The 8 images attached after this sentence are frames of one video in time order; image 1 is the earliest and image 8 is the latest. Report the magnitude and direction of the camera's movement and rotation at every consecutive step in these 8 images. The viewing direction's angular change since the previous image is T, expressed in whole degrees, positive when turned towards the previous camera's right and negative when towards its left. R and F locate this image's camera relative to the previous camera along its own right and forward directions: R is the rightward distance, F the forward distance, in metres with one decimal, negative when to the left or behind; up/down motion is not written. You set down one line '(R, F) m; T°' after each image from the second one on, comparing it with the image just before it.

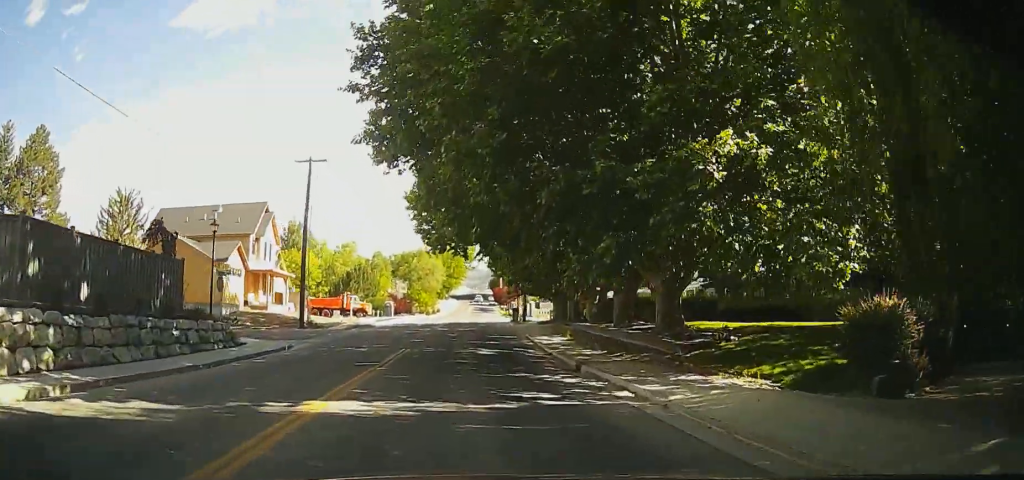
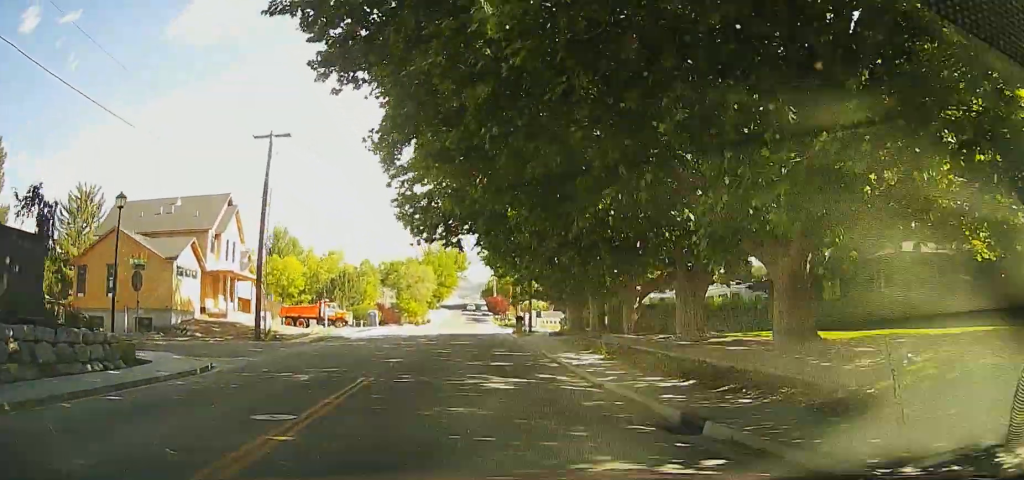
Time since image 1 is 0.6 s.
(-0.1, +8.3) m; -1°
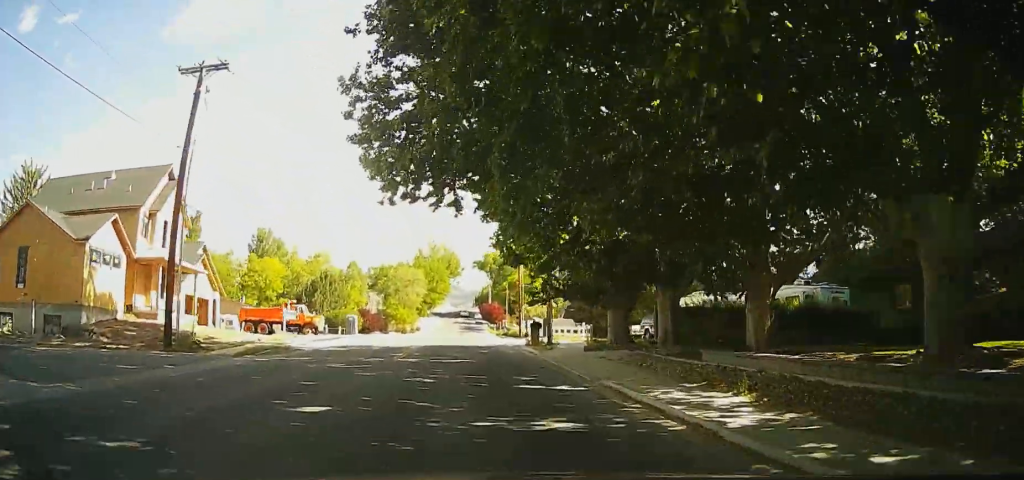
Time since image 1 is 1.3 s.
(-0.3, +10.7) m; -1°
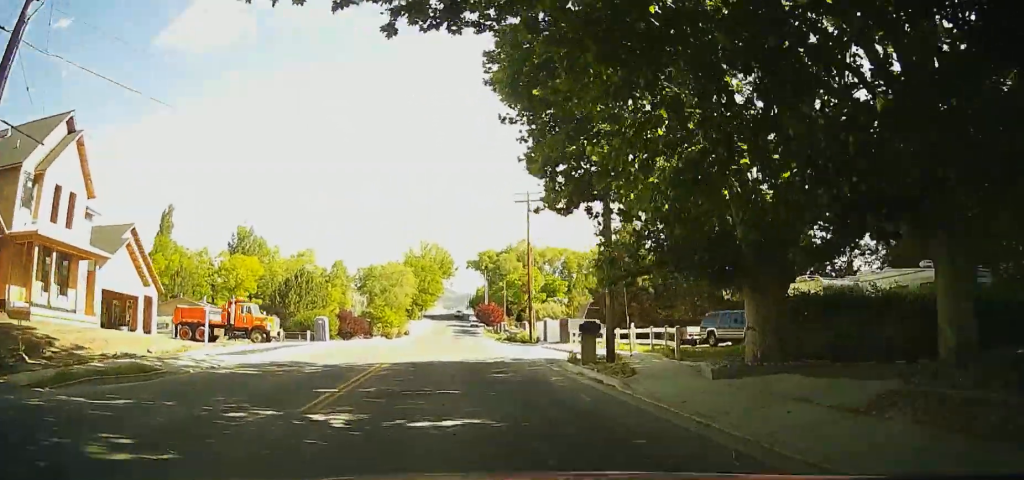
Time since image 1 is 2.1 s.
(0.0, +12.4) m; +2°
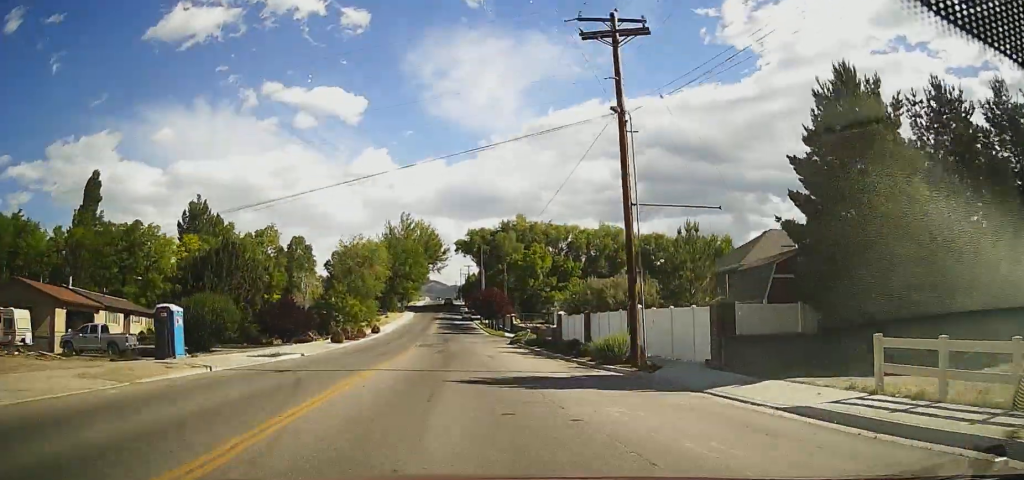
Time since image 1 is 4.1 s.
(+1.2, +29.6) m; +3°
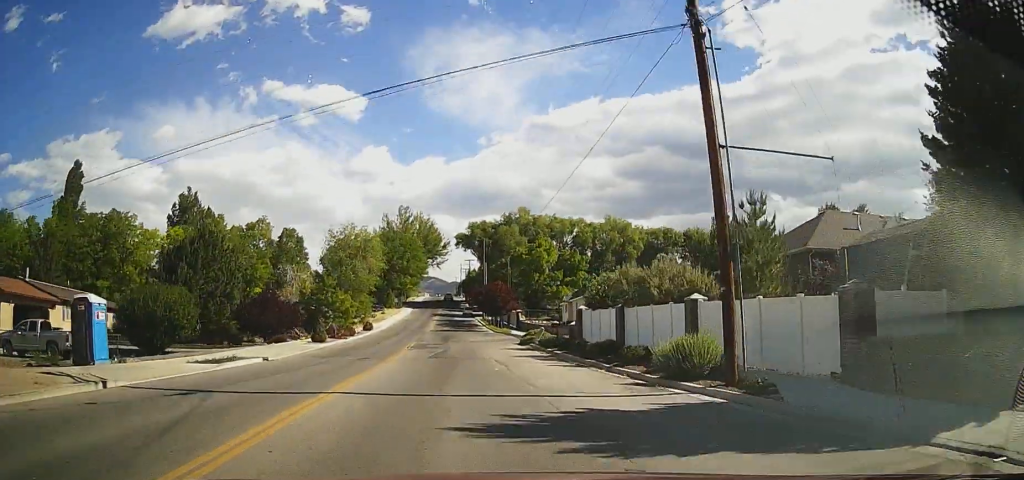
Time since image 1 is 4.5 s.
(0.0, +6.8) m; 0°
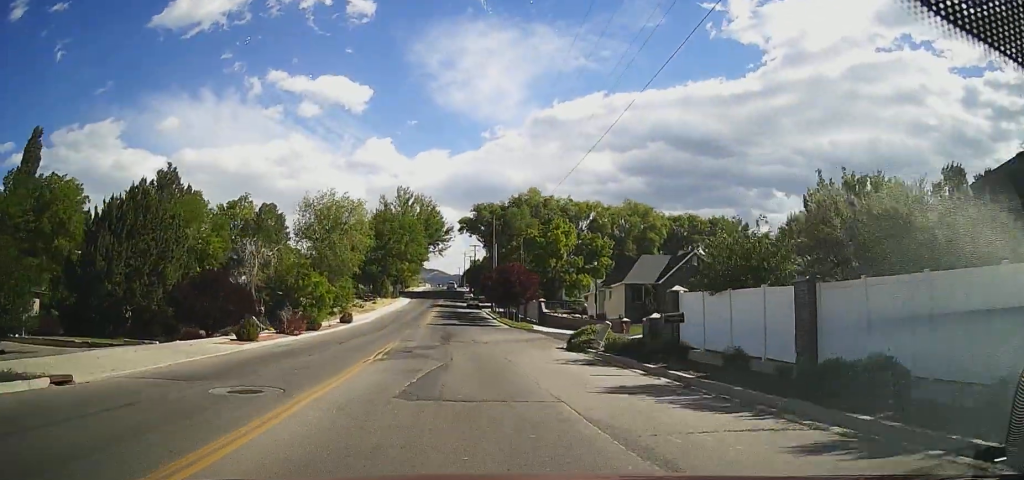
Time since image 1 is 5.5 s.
(0.0, +15.4) m; 0°
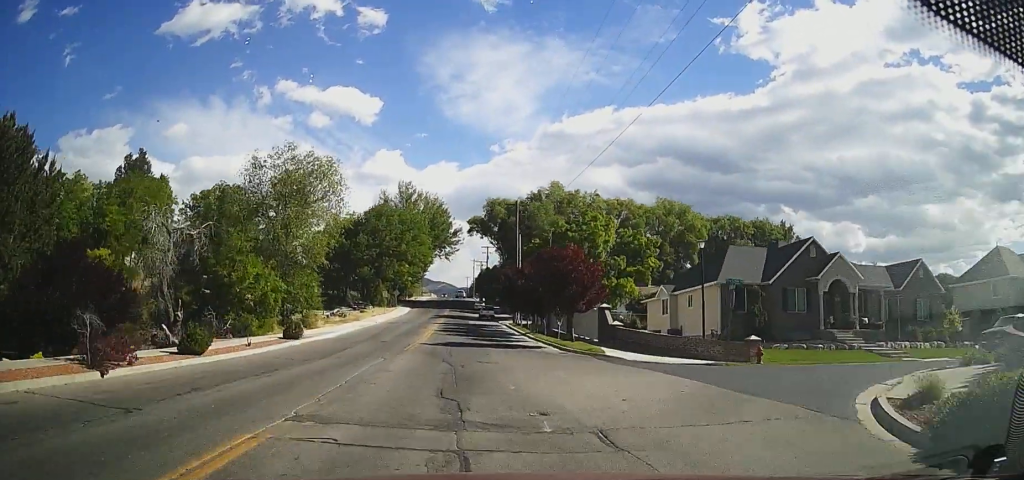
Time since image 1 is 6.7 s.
(0.0, +20.1) m; 0°
